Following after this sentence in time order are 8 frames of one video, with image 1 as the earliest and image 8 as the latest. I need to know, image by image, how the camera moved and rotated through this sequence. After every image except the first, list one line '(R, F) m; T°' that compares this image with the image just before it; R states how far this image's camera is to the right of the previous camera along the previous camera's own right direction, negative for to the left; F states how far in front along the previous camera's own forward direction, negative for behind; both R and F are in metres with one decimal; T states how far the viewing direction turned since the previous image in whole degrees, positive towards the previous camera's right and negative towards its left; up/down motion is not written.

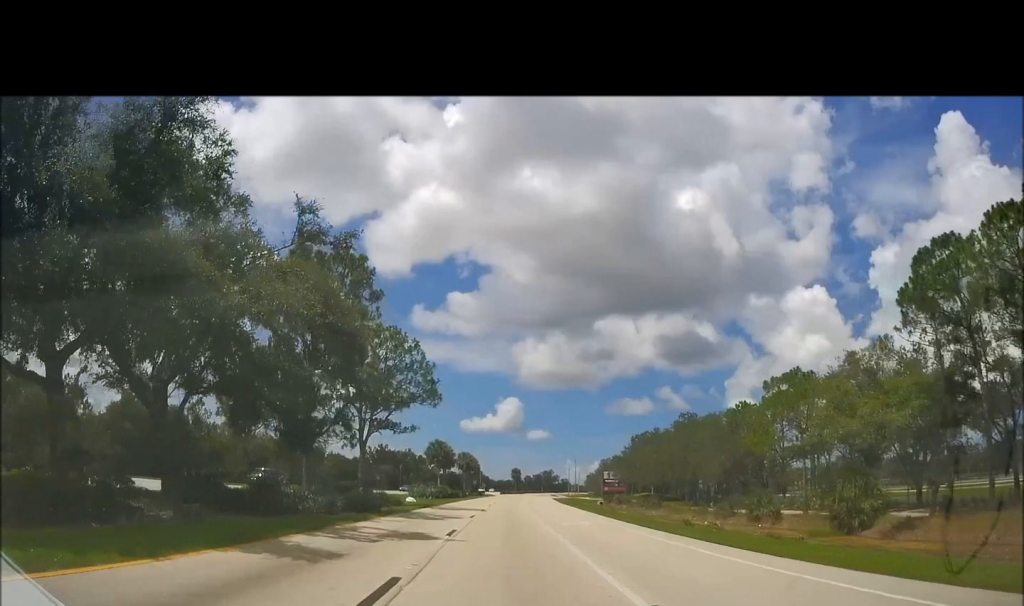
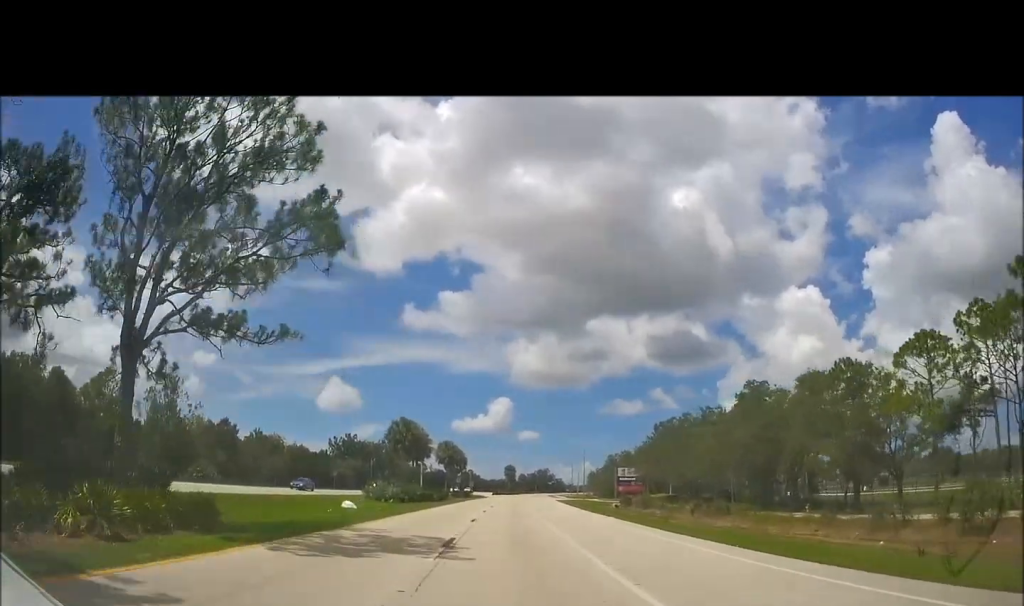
(+0.7, +26.8) m; +1°
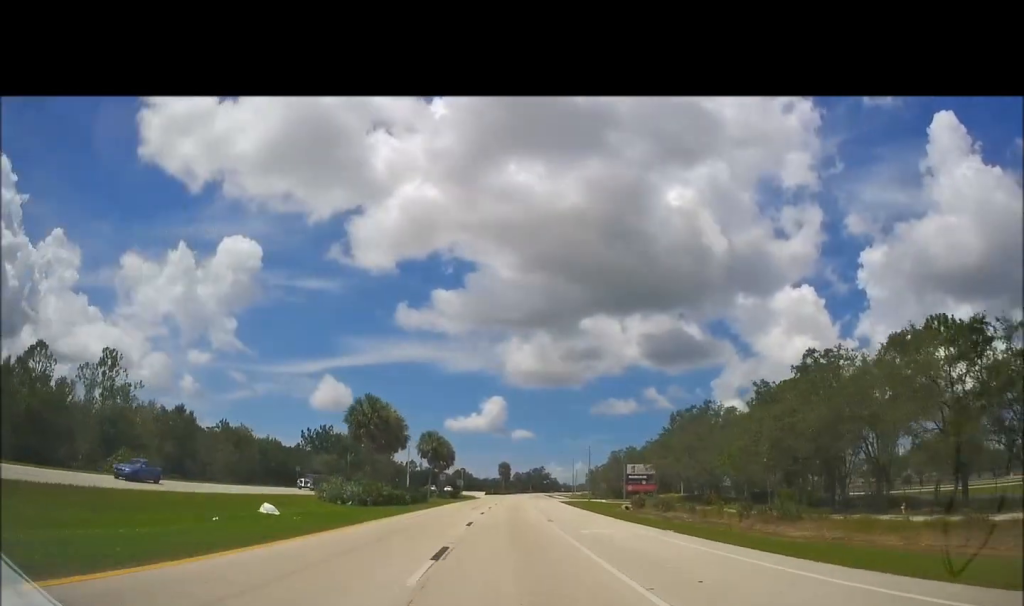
(+0.1, +16.0) m; 0°
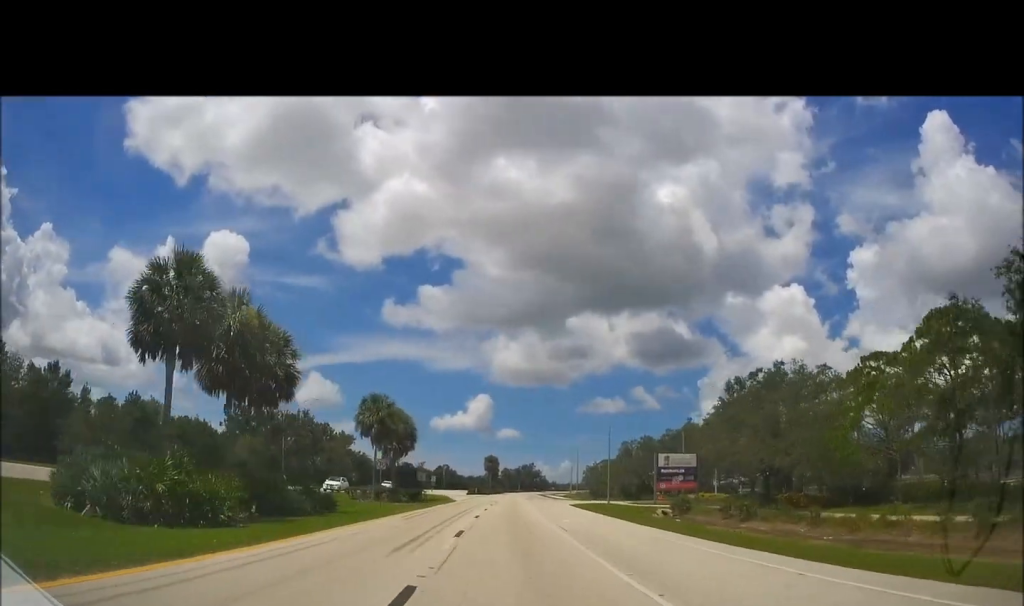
(+0.2, +33.8) m; +4°
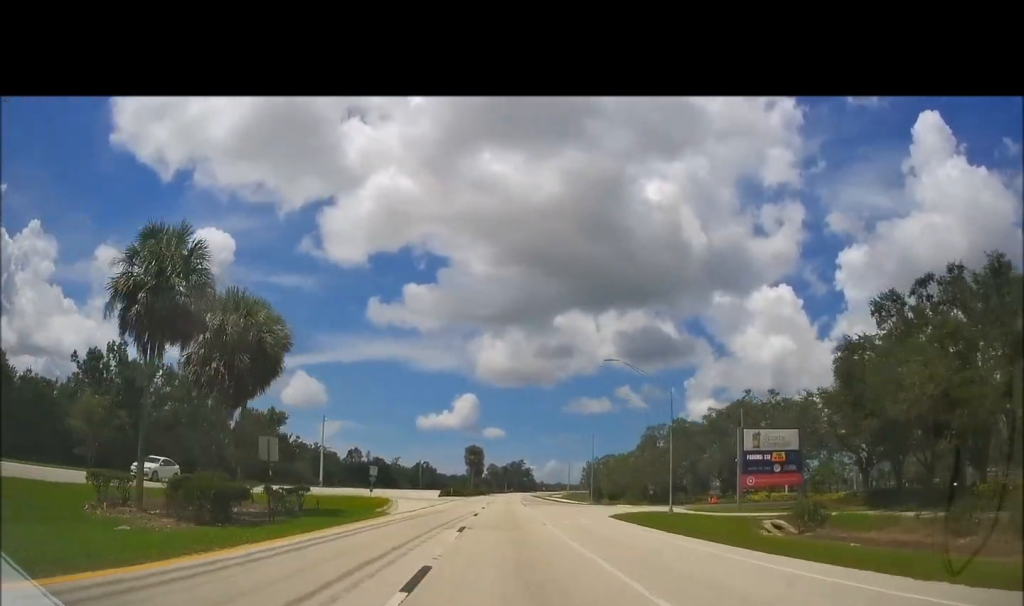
(+1.5, +34.6) m; +1°
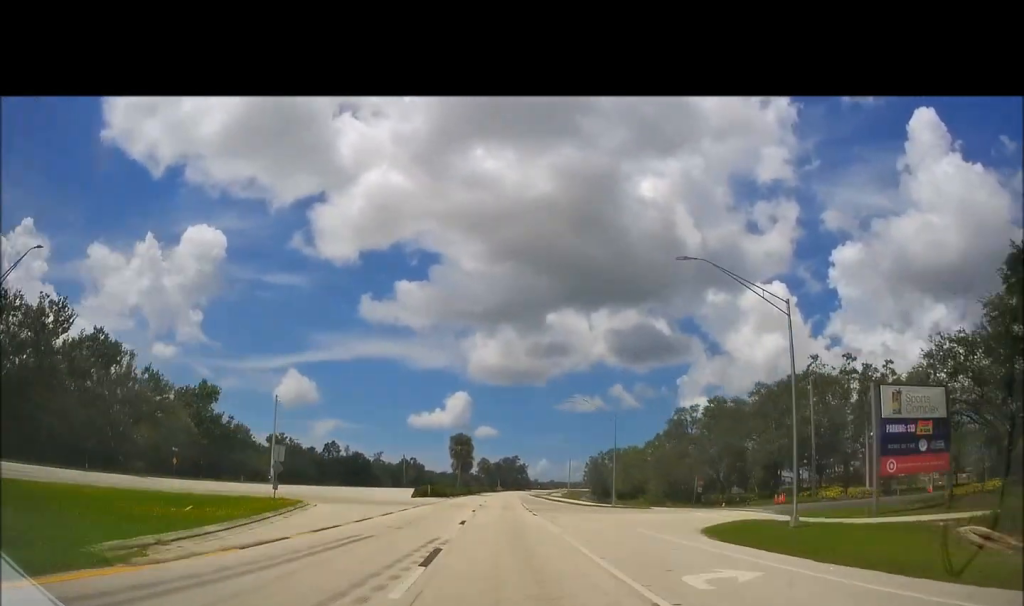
(-0.2, +19.1) m; 0°
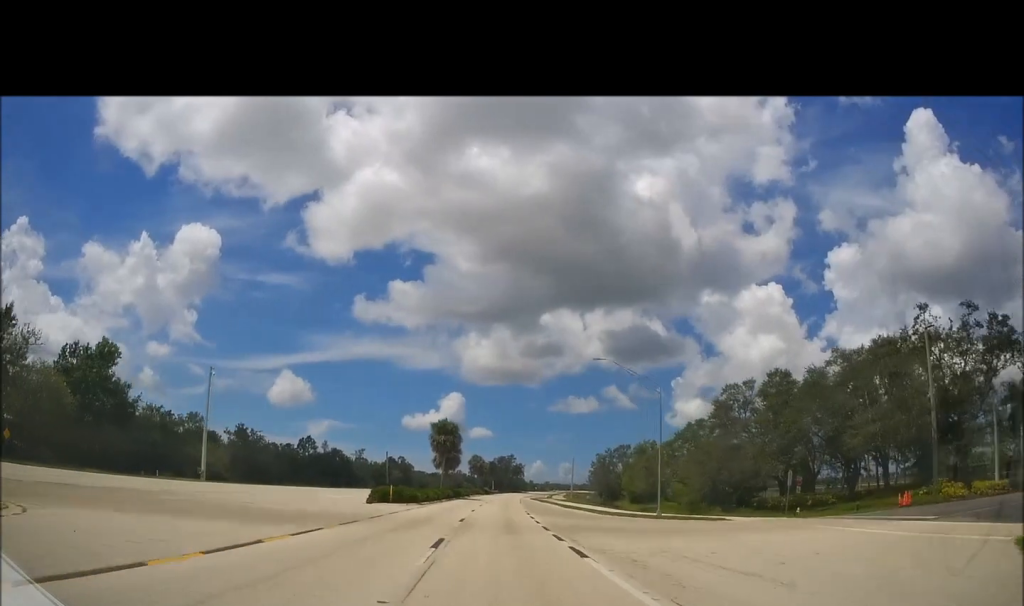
(0.0, +18.4) m; 0°
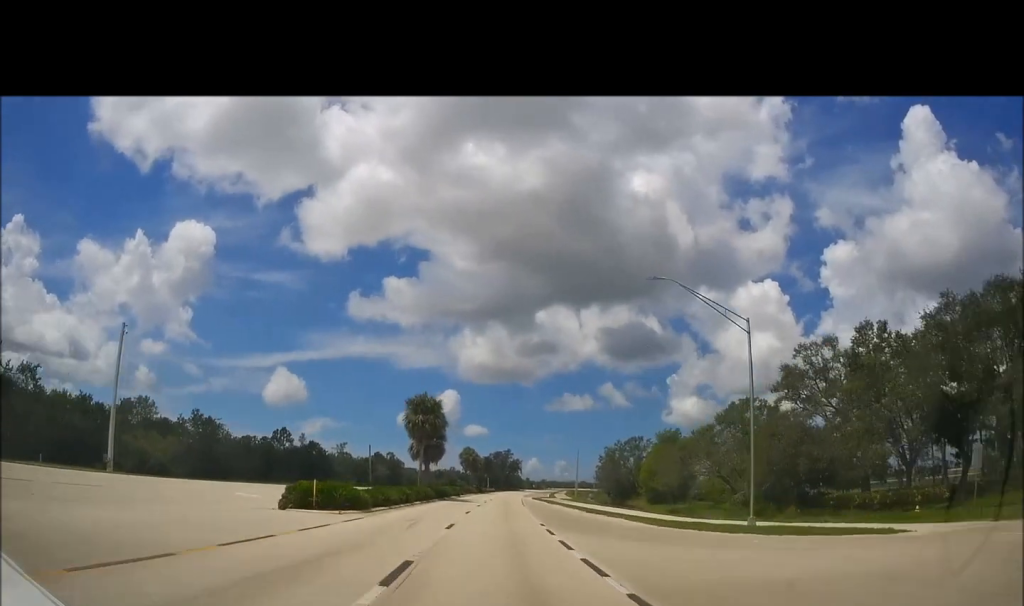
(+0.3, +16.7) m; 0°
